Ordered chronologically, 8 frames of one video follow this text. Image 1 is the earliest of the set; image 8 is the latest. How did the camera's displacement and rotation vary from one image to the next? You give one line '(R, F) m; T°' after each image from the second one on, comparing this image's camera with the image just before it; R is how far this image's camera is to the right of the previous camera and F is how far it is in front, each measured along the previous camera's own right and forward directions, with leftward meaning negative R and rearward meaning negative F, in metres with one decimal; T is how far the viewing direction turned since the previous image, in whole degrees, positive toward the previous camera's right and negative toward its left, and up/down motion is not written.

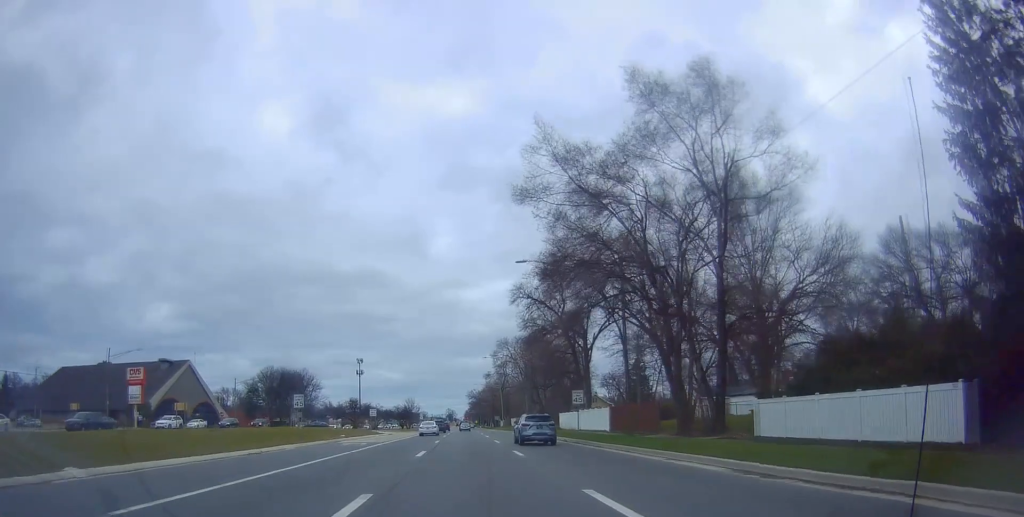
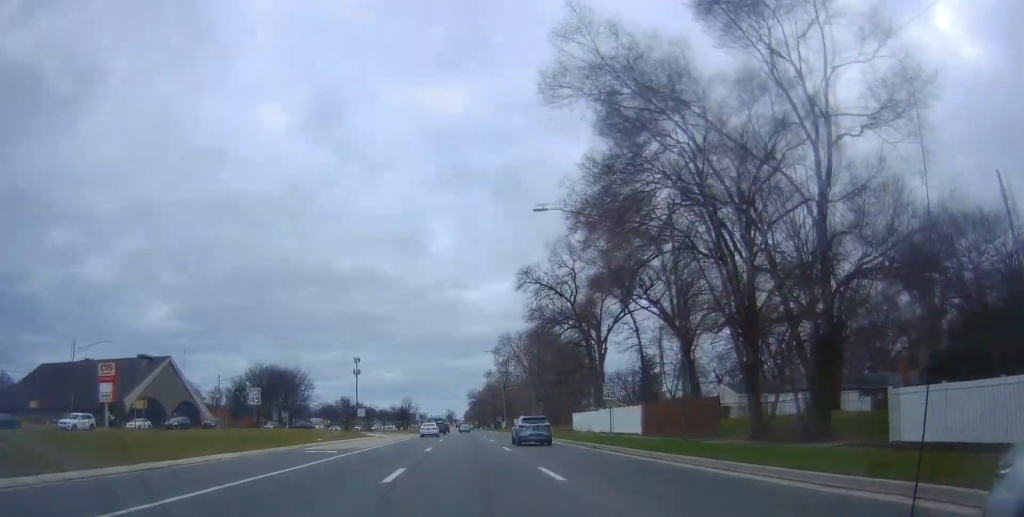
(-0.4, +8.7) m; 0°
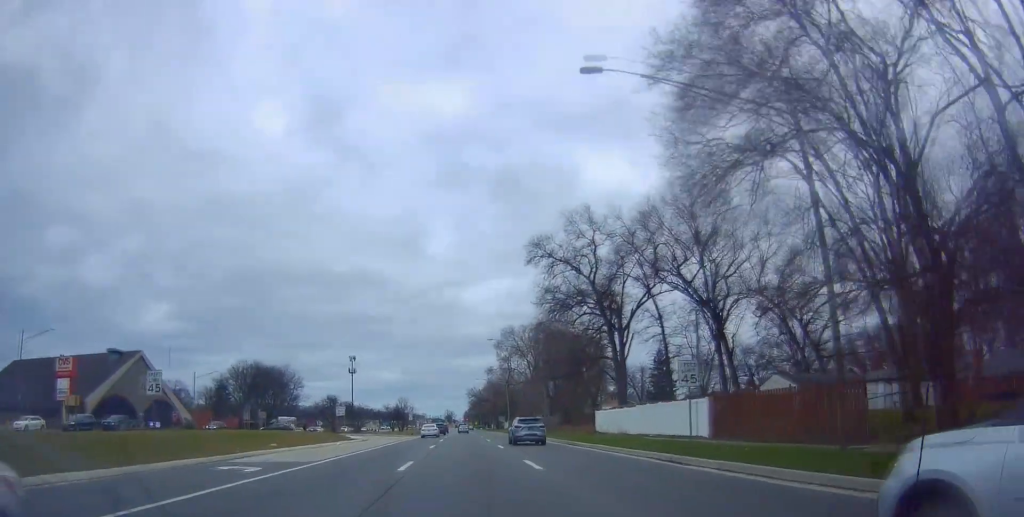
(0.0, +11.0) m; +1°
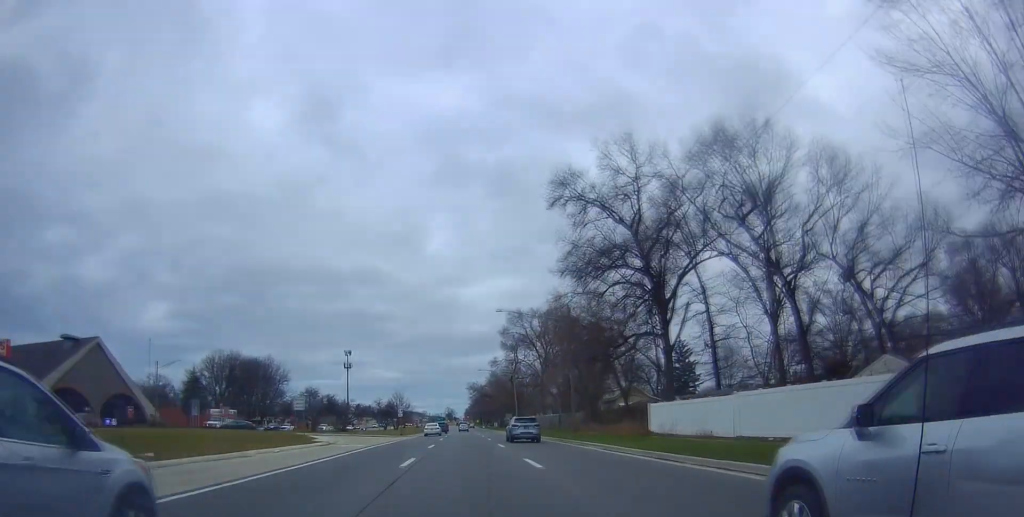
(+0.5, +14.5) m; +2°
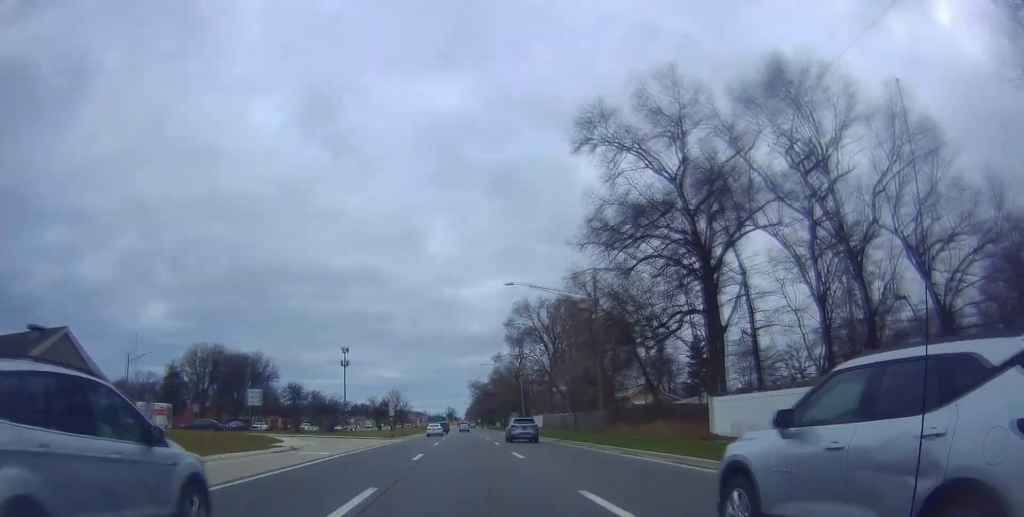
(0.0, +9.3) m; 0°
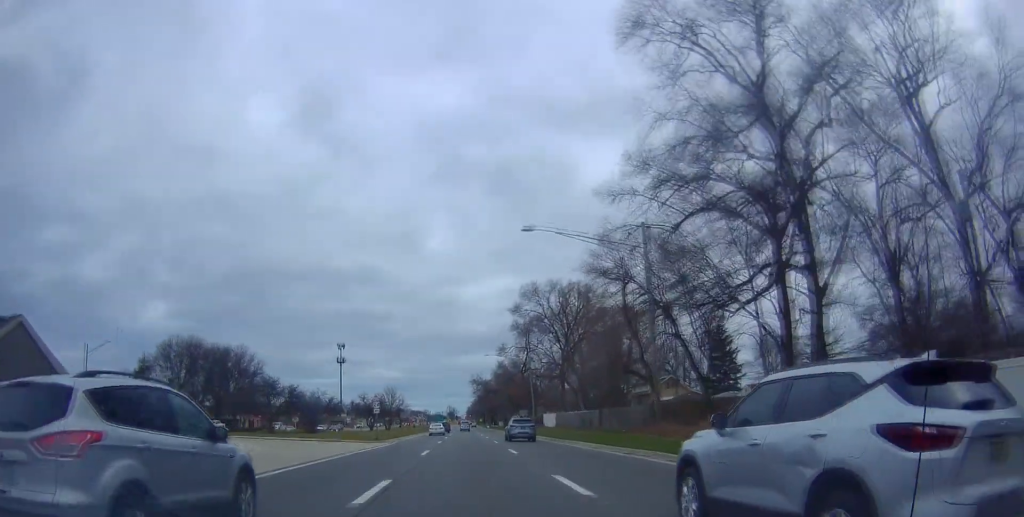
(0.0, +11.1) m; 0°
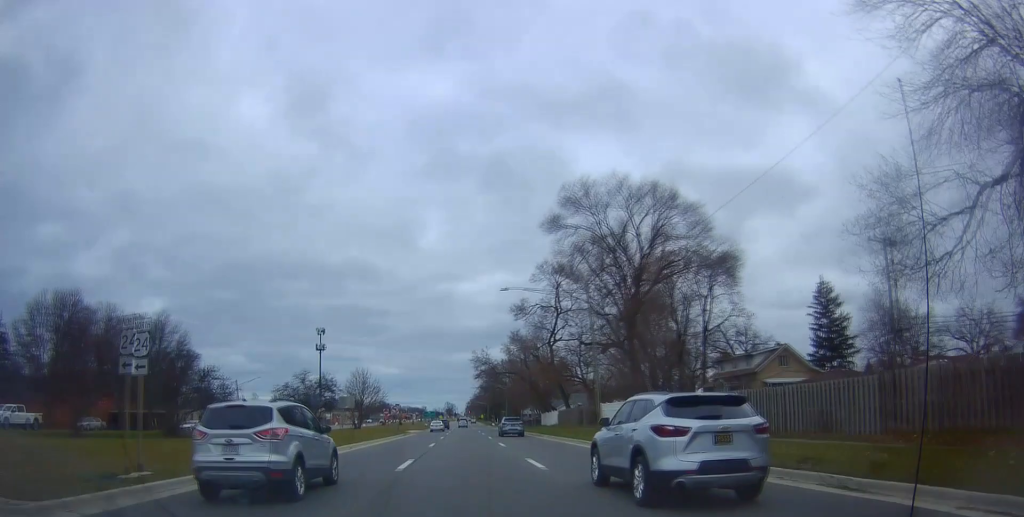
(-0.5, +37.9) m; -1°
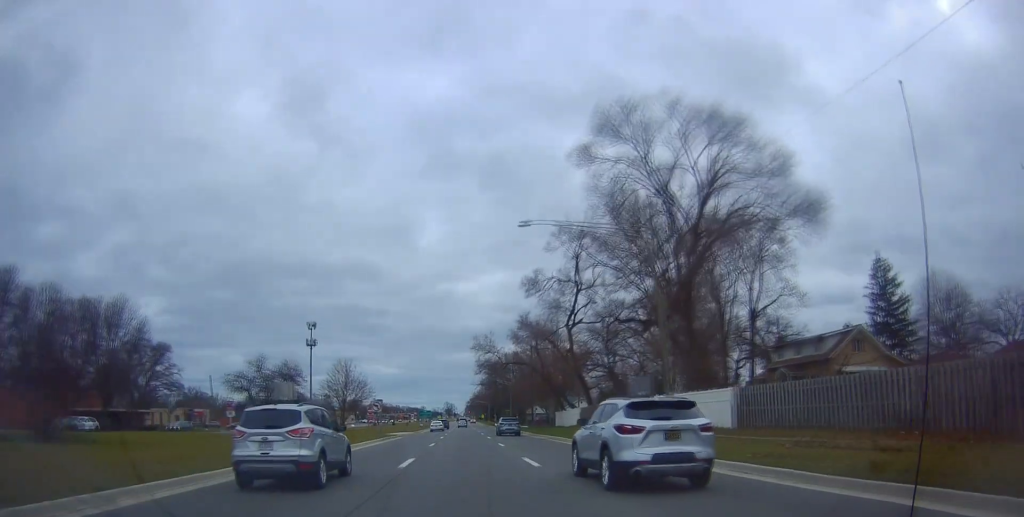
(+0.1, +14.2) m; -1°
